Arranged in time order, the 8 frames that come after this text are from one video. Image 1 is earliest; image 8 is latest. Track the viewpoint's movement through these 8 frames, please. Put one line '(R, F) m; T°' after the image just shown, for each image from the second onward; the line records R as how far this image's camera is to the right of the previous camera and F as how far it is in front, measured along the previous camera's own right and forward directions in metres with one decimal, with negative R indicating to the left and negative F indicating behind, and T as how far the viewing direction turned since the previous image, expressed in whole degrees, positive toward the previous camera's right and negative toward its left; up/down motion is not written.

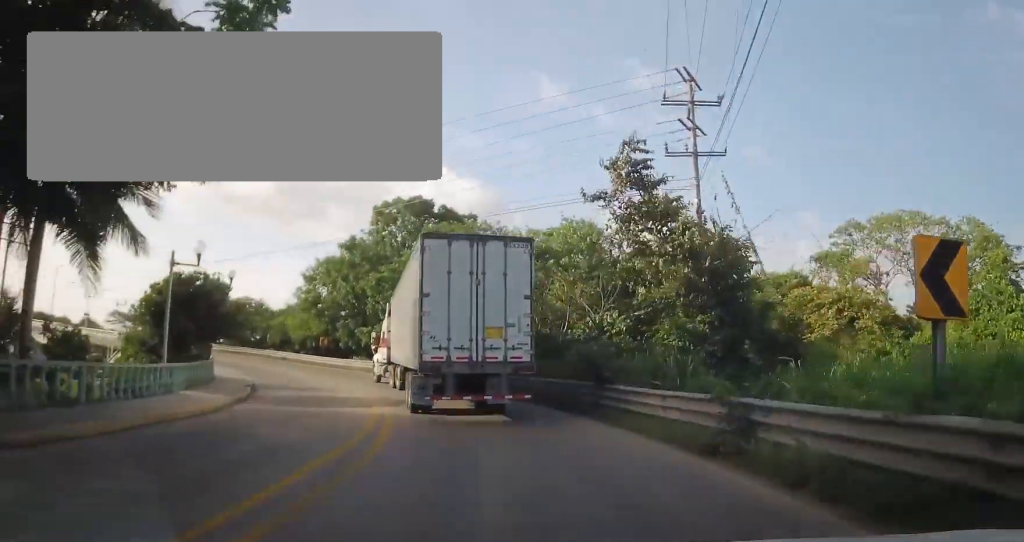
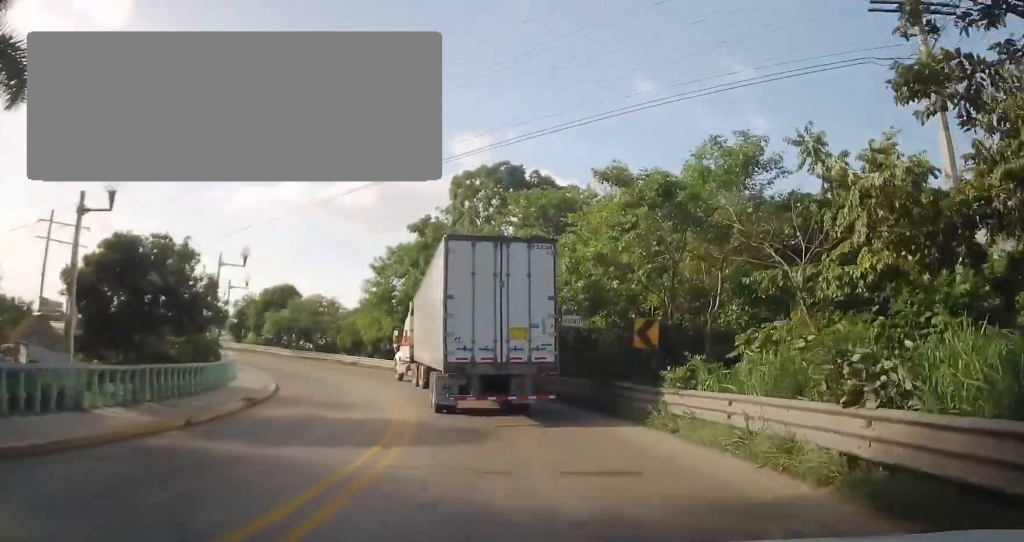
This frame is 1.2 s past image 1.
(-1.3, +9.2) m; -12°
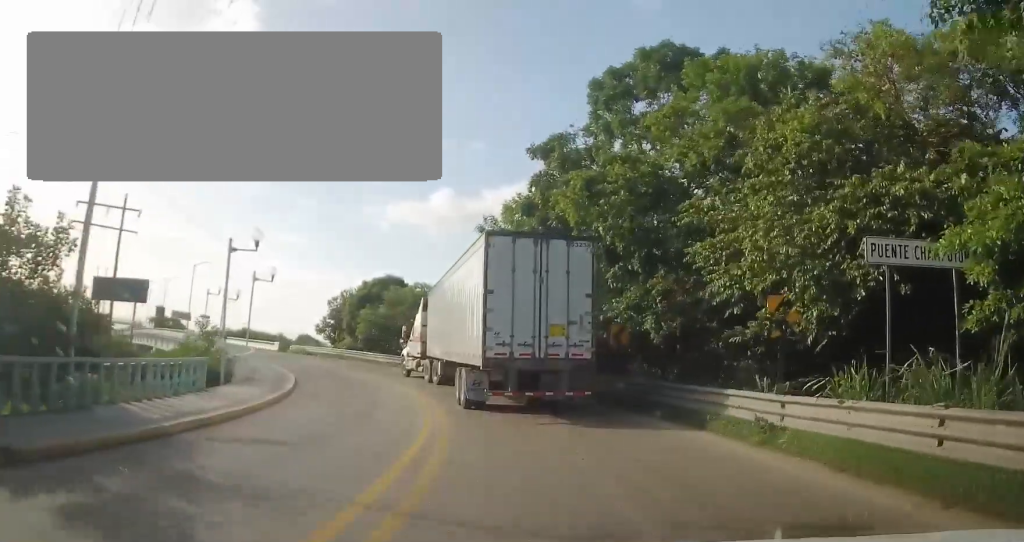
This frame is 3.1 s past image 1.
(-1.0, +14.7) m; -8°
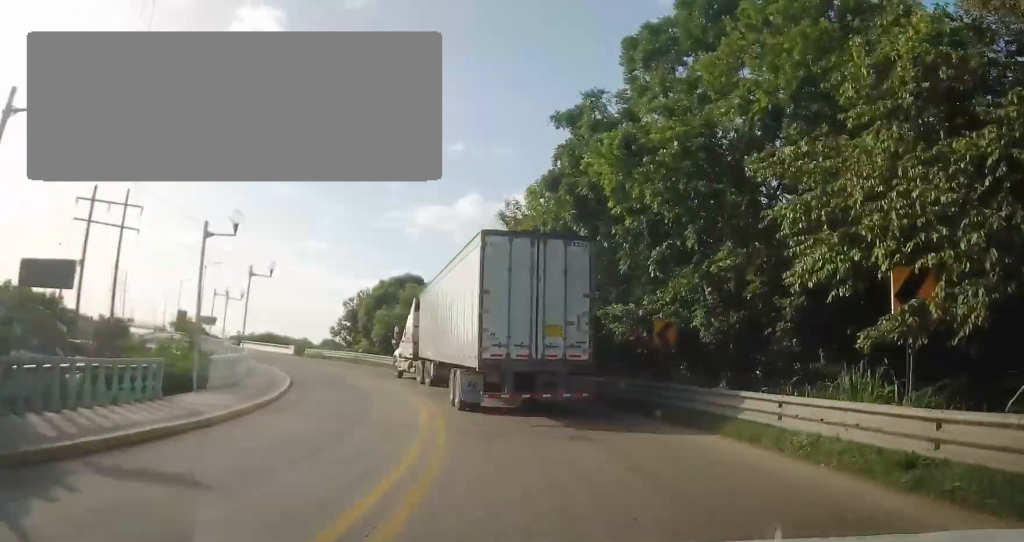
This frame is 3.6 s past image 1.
(-0.2, +3.5) m; -3°
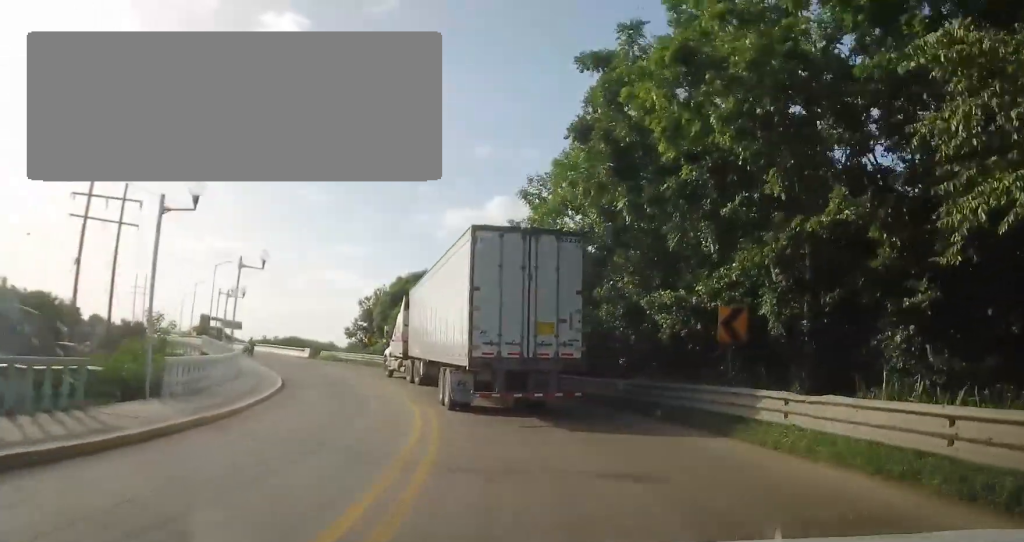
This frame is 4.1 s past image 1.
(0.0, +3.8) m; -4°
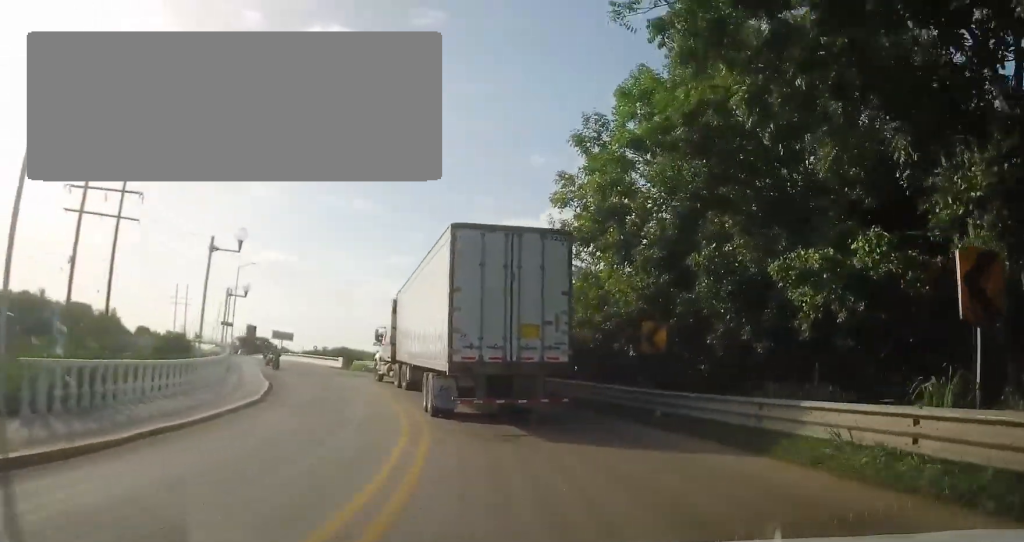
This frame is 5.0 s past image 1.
(-0.3, +6.7) m; -6°
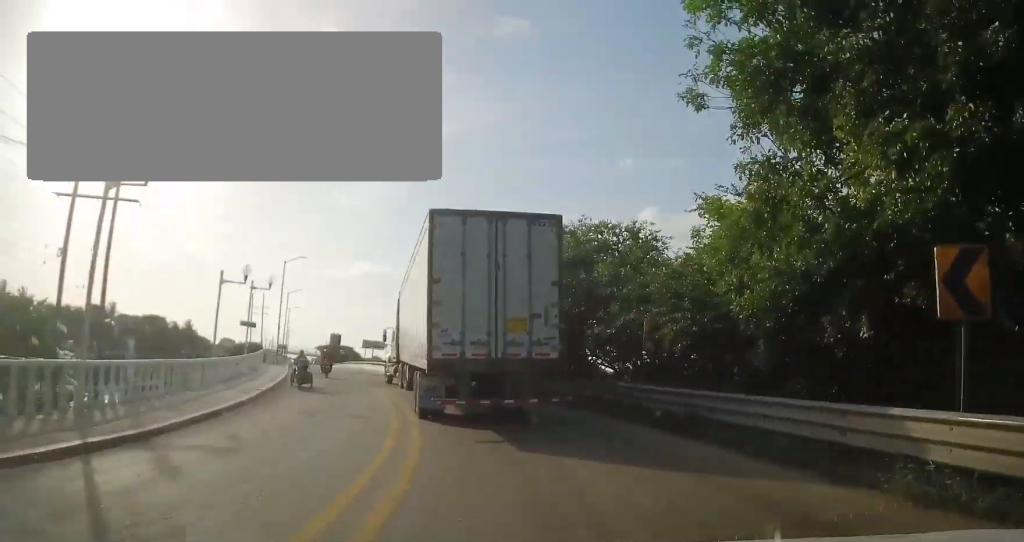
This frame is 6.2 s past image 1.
(-0.7, +9.9) m; -8°
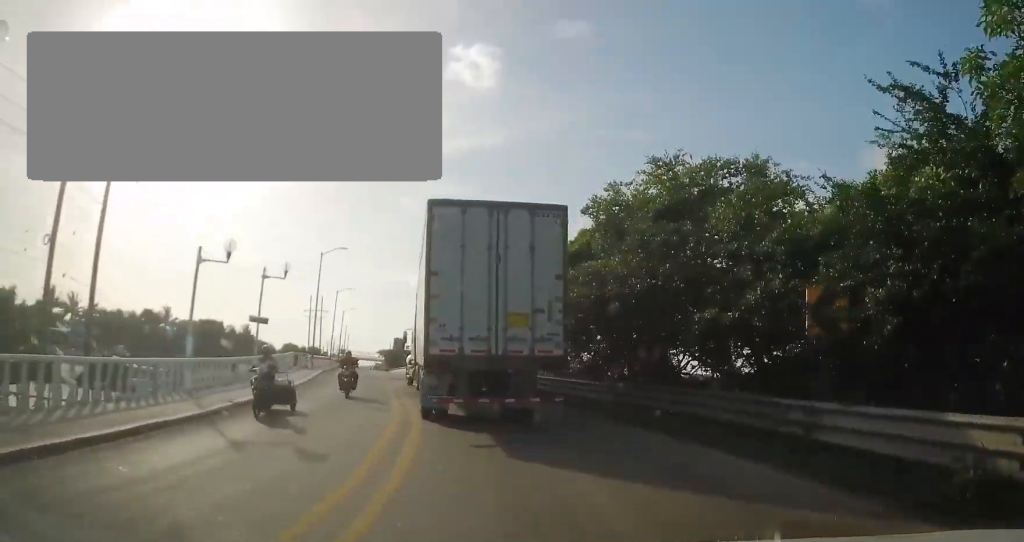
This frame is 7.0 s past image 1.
(-0.2, +6.8) m; -6°
